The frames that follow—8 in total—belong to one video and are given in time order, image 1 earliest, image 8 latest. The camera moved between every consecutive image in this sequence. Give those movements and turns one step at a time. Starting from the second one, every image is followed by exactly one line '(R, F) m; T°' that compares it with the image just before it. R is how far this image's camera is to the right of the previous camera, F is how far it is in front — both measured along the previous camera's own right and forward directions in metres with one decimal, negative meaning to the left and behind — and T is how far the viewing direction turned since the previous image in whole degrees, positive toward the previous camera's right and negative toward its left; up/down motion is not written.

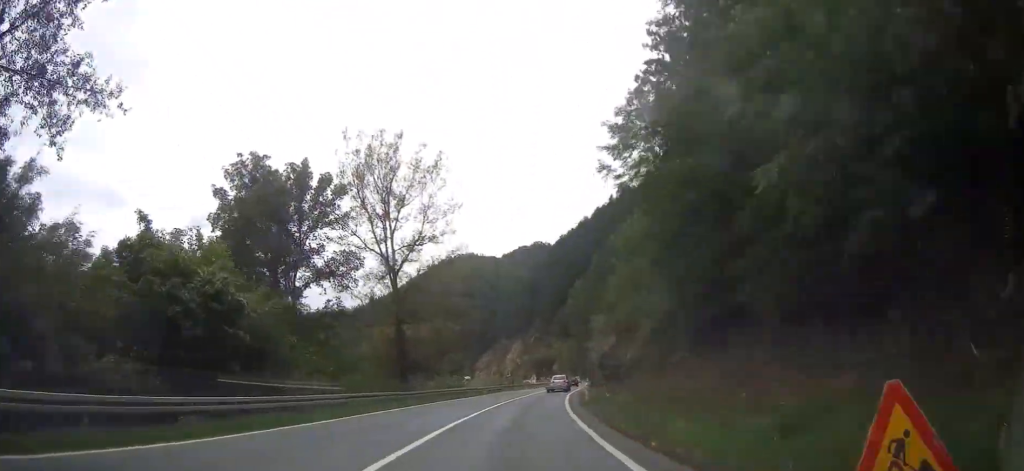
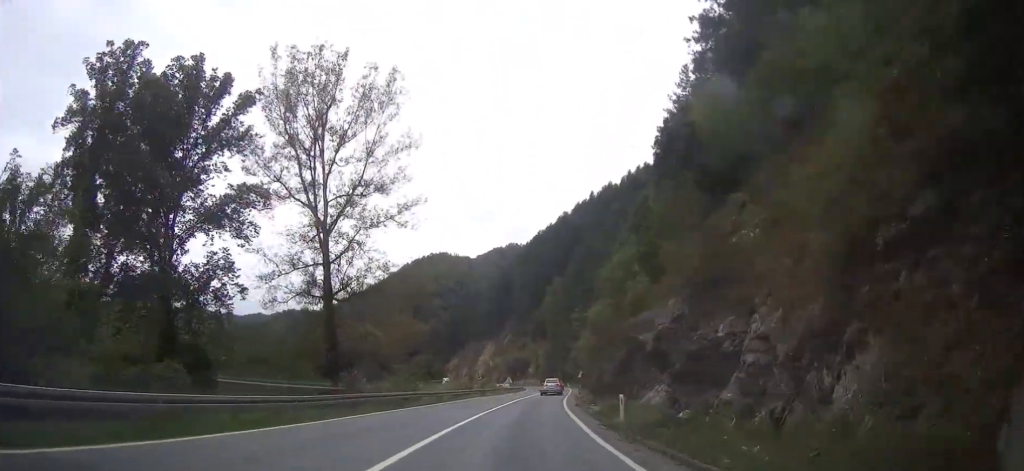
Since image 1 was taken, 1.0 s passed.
(+0.4, +17.6) m; +2°
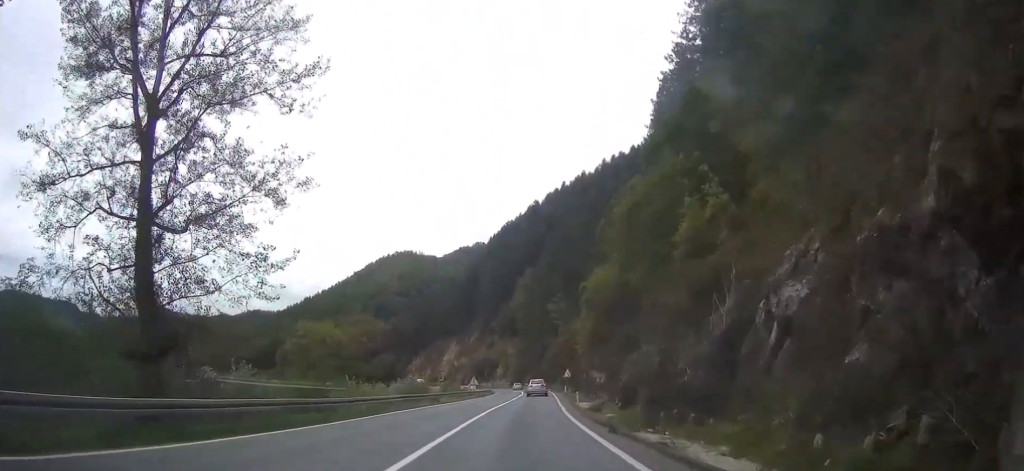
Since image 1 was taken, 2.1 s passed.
(+0.5, +21.4) m; +3°
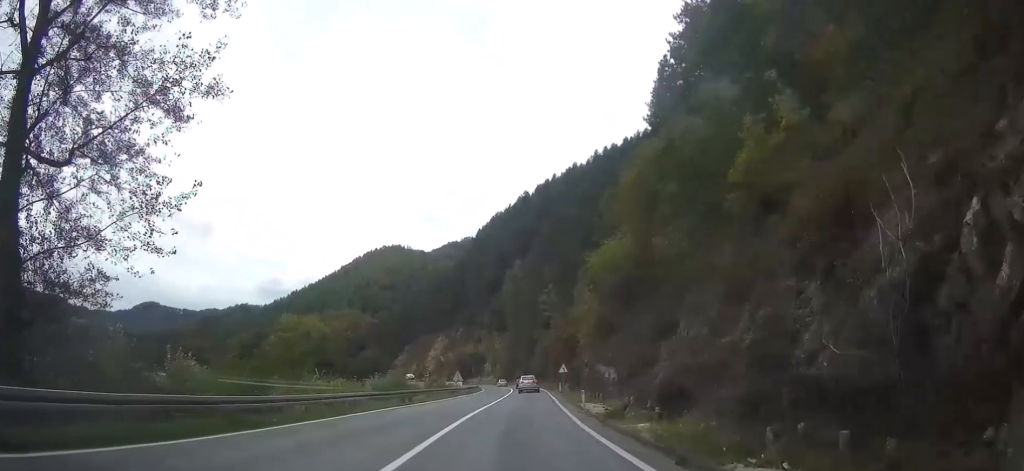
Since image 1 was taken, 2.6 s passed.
(0.0, +7.9) m; +1°
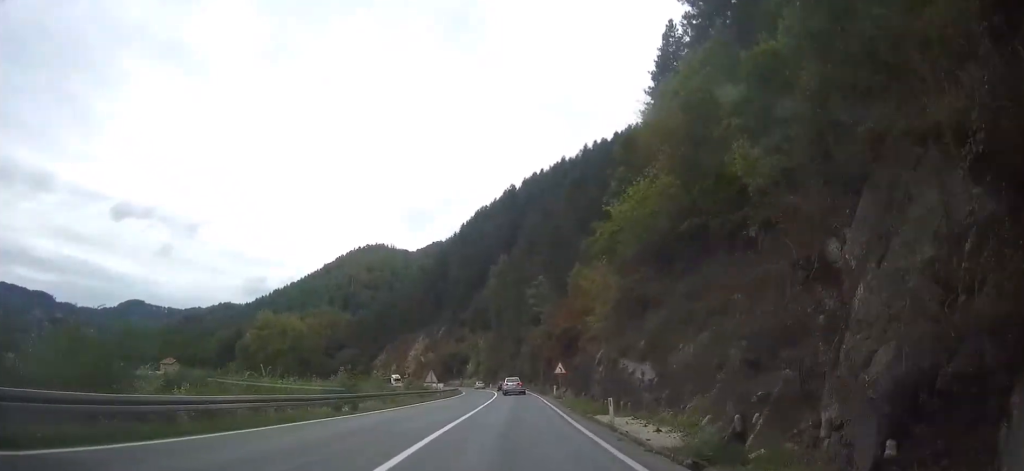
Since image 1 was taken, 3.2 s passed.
(+0.3, +11.5) m; +1°
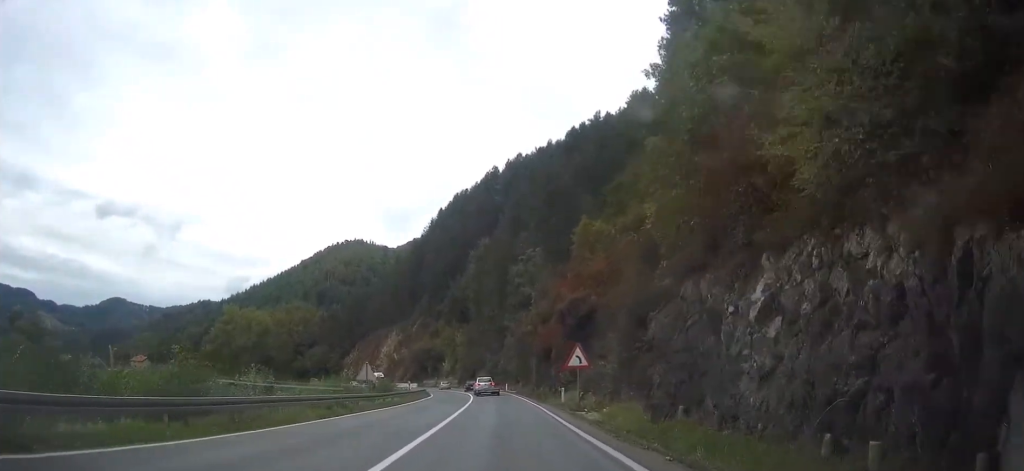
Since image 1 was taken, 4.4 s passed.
(+0.3, +21.1) m; +1°
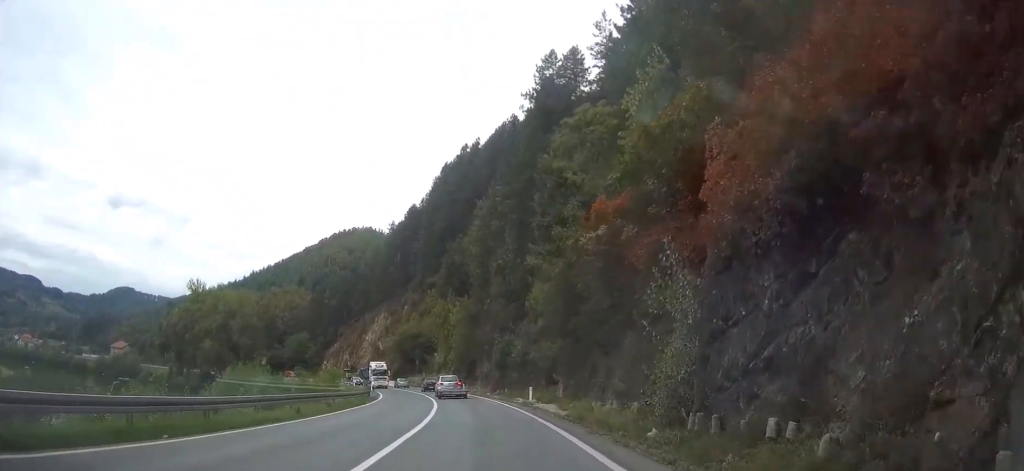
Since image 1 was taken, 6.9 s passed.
(-0.2, +44.1) m; -1°
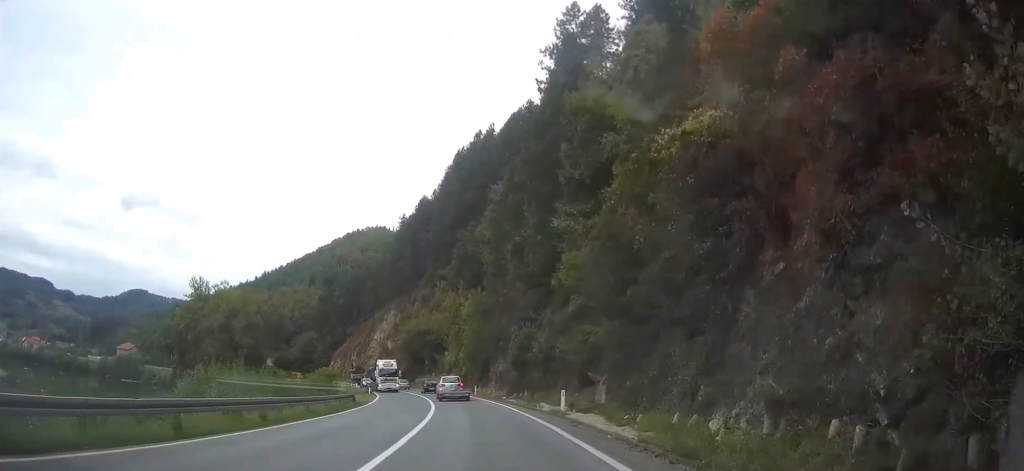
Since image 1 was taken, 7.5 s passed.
(+0.1, +10.1) m; 0°
